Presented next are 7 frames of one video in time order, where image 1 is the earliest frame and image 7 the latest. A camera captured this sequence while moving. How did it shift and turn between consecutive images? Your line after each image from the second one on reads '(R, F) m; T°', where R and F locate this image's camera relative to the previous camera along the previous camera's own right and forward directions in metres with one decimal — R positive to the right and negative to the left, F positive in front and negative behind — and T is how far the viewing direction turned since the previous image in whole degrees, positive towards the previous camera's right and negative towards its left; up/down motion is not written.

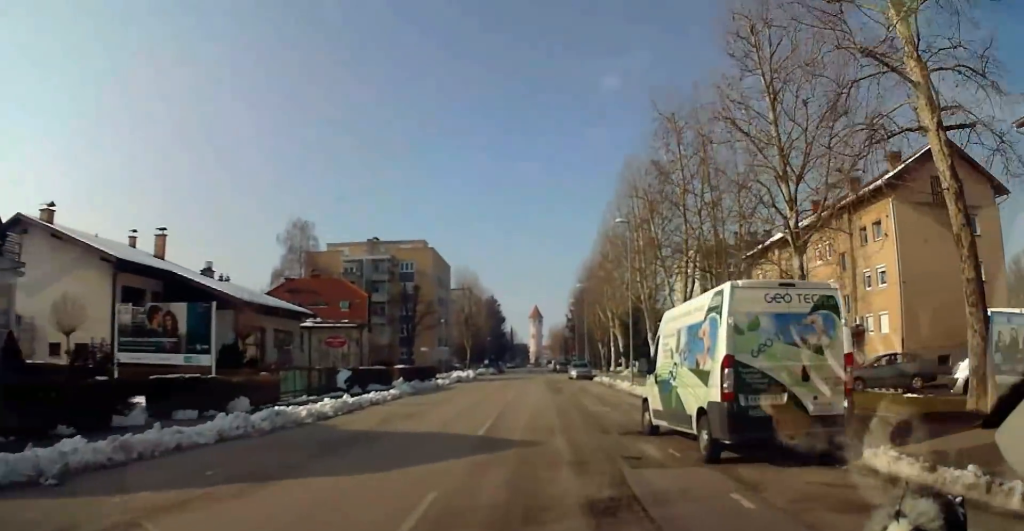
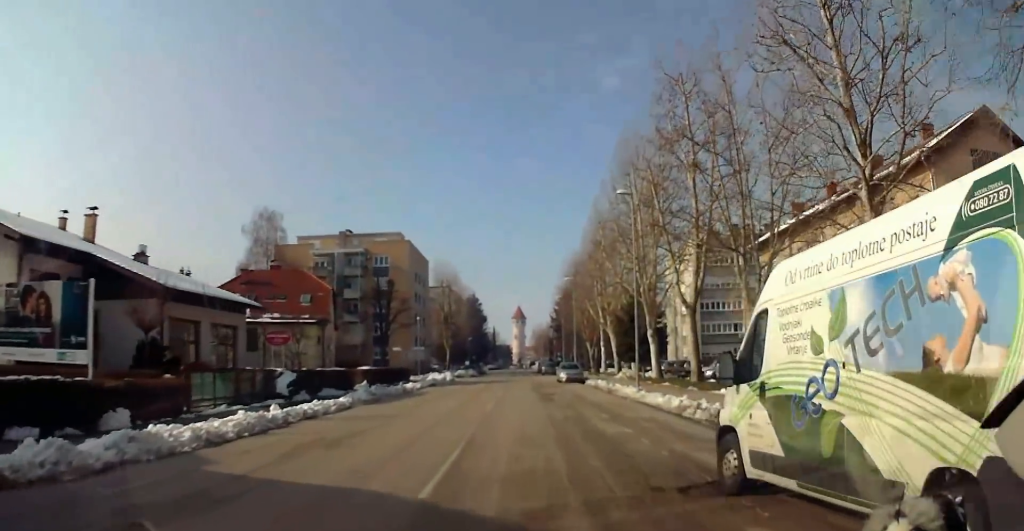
(+0.1, +6.2) m; +1°
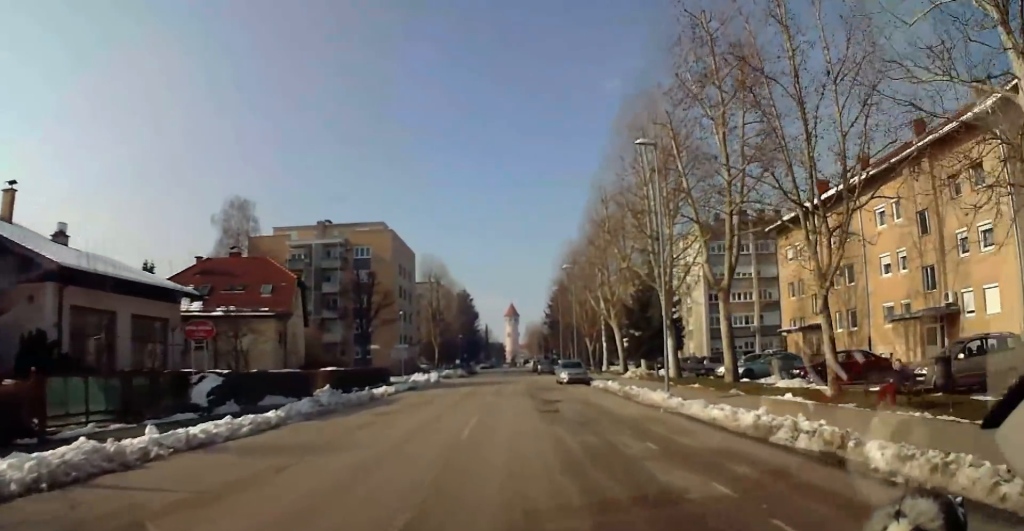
(0.0, +7.0) m; +3°
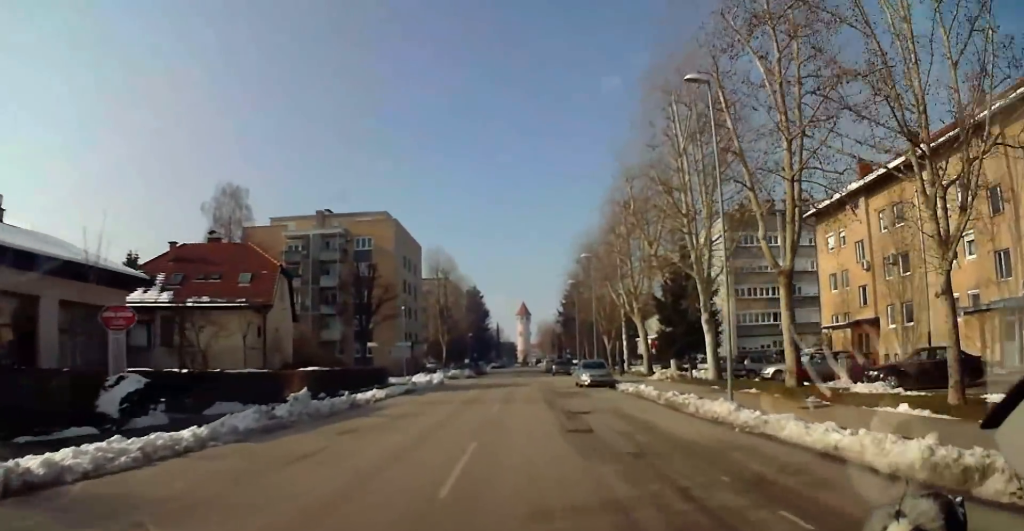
(+0.2, +5.3) m; +1°
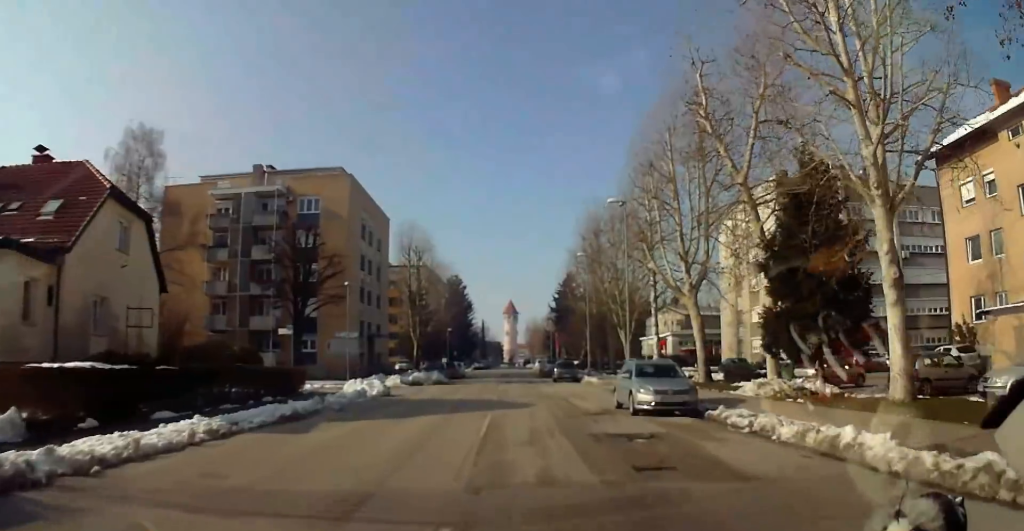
(-0.6, +17.7) m; -4°
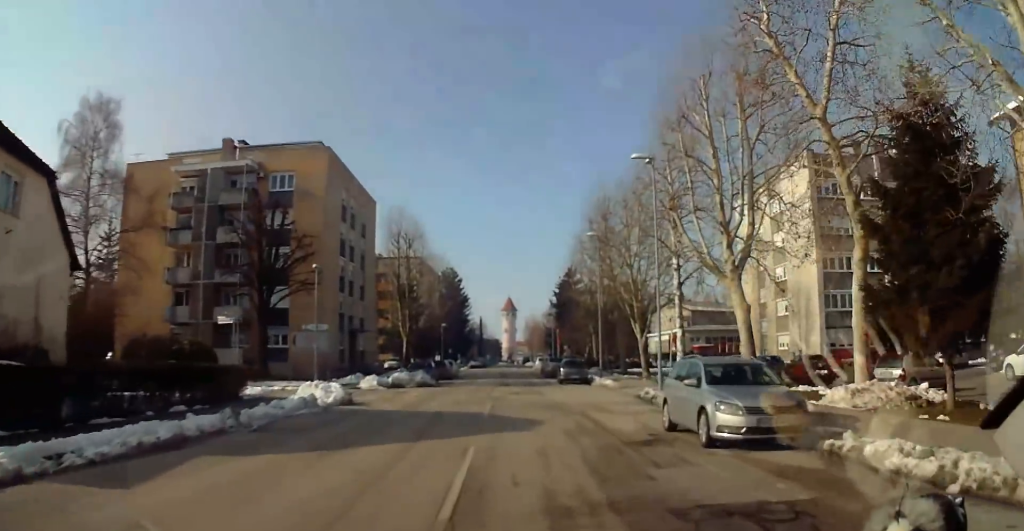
(0.0, +7.1) m; 0°
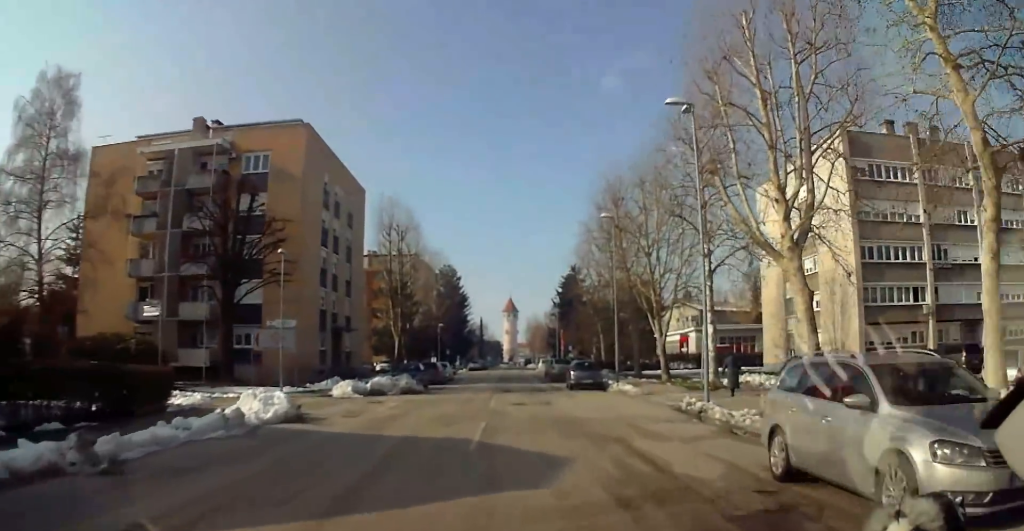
(0.0, +6.0) m; 0°
